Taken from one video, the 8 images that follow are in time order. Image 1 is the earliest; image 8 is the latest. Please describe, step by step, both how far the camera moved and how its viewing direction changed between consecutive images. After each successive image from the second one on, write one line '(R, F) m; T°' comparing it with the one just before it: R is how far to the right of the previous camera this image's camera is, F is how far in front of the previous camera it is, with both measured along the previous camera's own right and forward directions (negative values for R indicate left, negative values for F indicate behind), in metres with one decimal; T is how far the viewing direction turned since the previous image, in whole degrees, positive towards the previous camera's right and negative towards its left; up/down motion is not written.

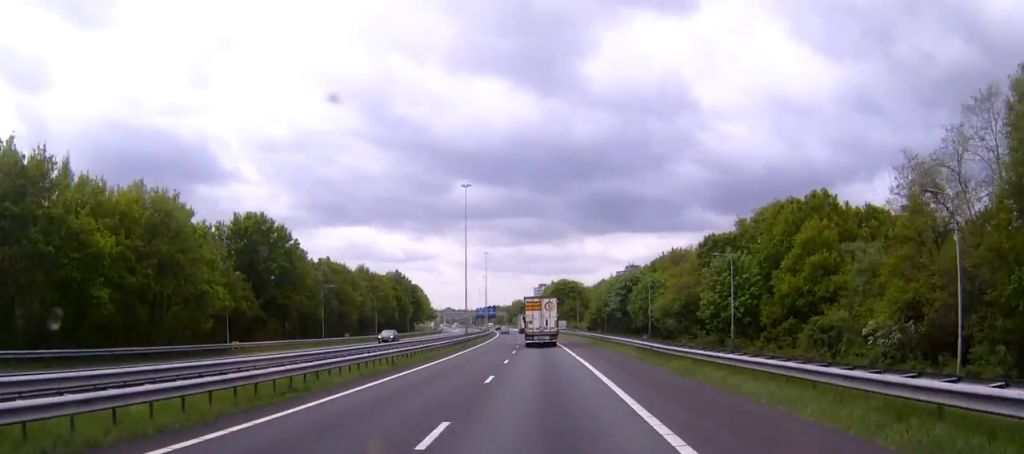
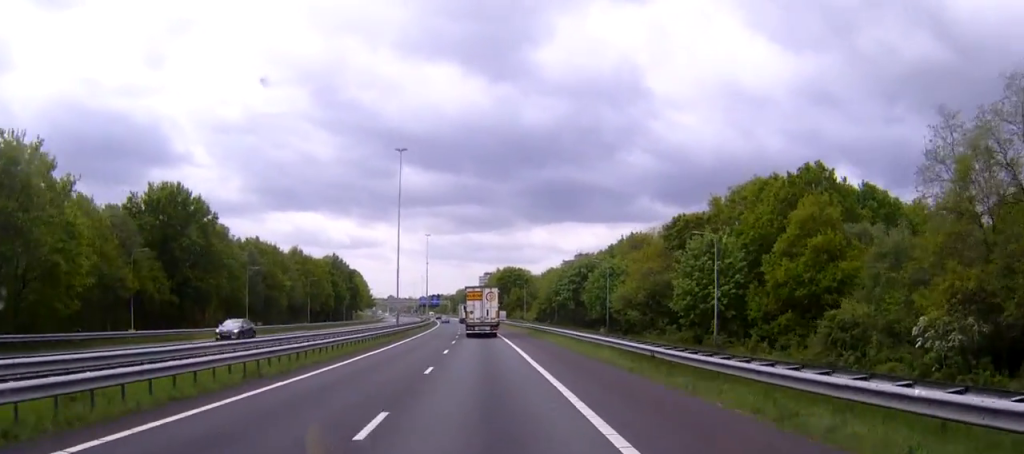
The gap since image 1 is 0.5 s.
(-0.1, +12.3) m; 0°
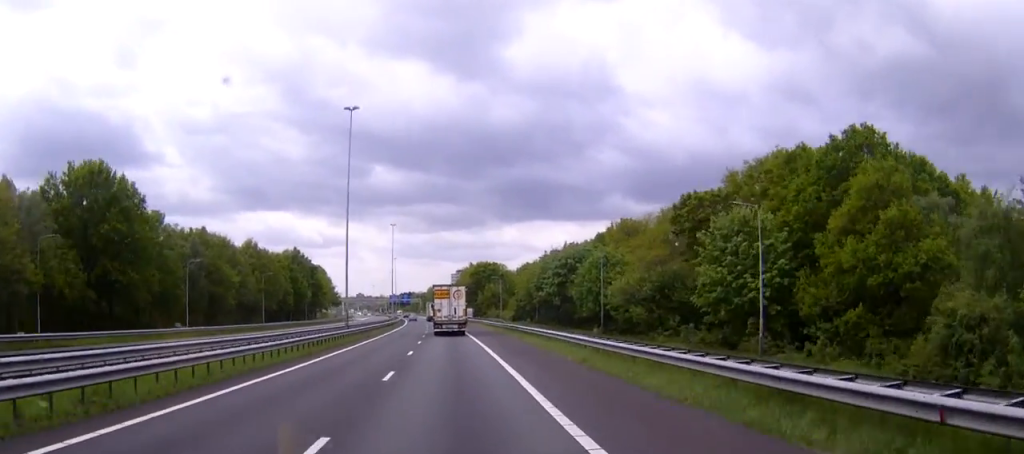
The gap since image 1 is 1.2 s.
(0.0, +15.3) m; 0°
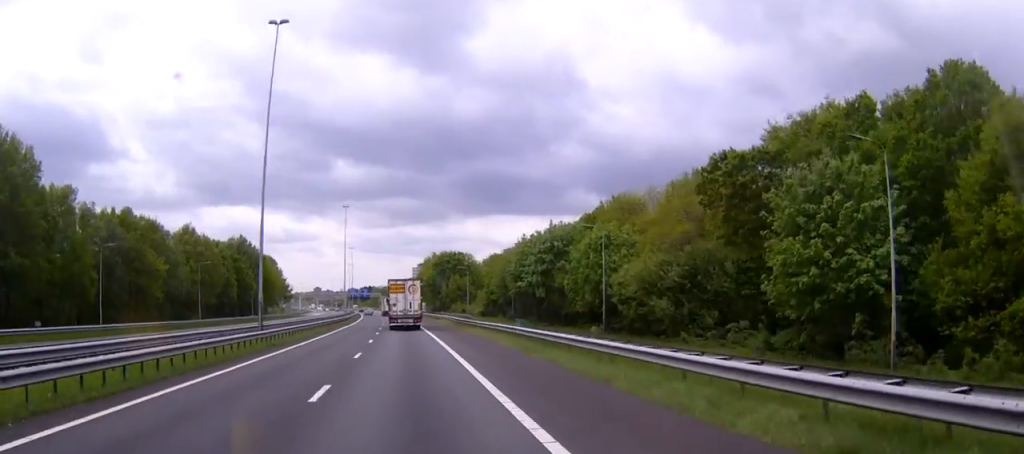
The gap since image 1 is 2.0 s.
(0.0, +18.2) m; 0°
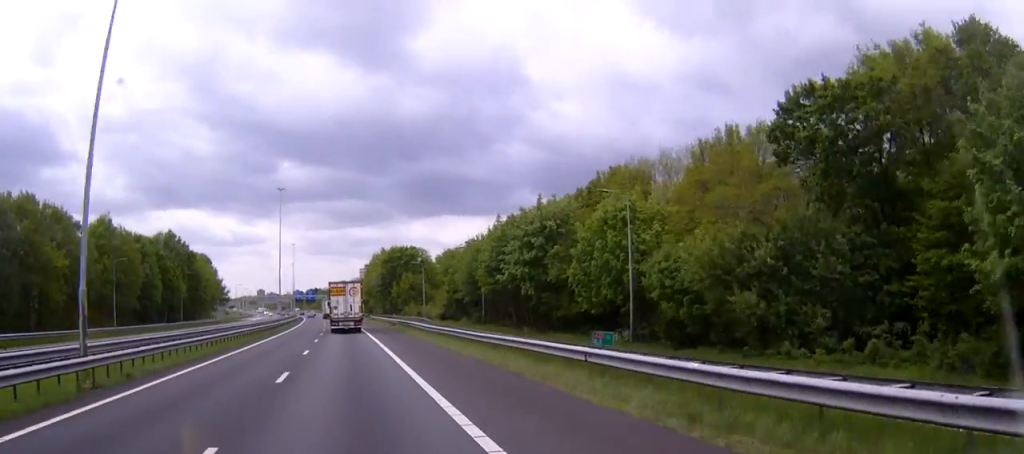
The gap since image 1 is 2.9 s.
(-0.1, +19.6) m; -1°
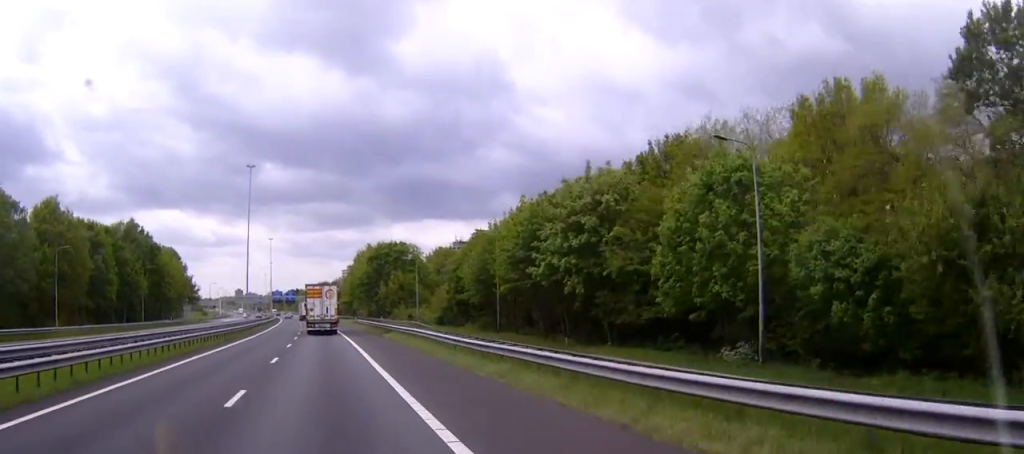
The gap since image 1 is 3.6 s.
(-0.3, +17.4) m; -1°
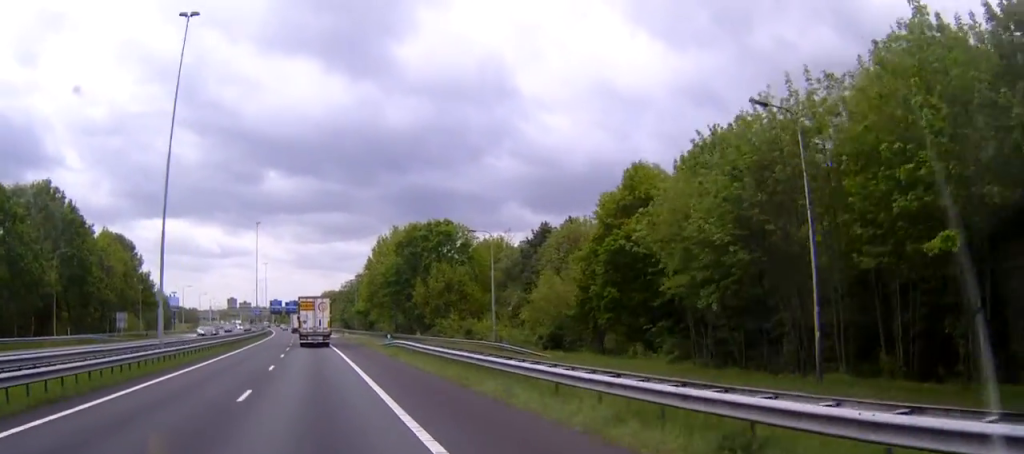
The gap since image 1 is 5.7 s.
(-0.6, +46.1) m; 0°
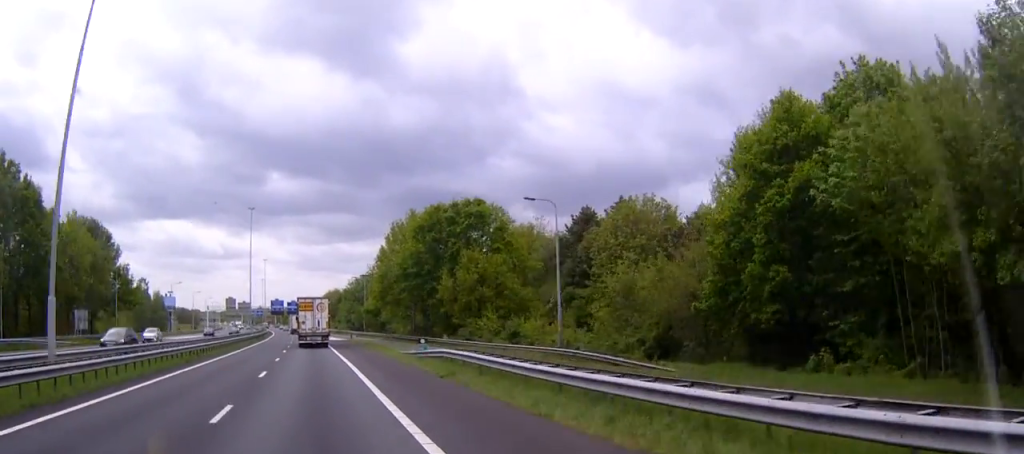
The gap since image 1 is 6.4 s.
(0.0, +16.4) m; 0°
